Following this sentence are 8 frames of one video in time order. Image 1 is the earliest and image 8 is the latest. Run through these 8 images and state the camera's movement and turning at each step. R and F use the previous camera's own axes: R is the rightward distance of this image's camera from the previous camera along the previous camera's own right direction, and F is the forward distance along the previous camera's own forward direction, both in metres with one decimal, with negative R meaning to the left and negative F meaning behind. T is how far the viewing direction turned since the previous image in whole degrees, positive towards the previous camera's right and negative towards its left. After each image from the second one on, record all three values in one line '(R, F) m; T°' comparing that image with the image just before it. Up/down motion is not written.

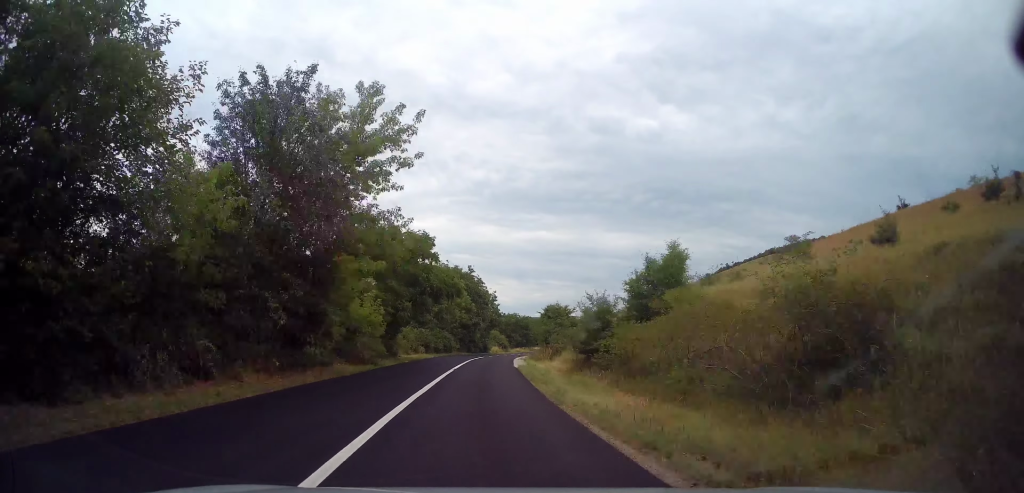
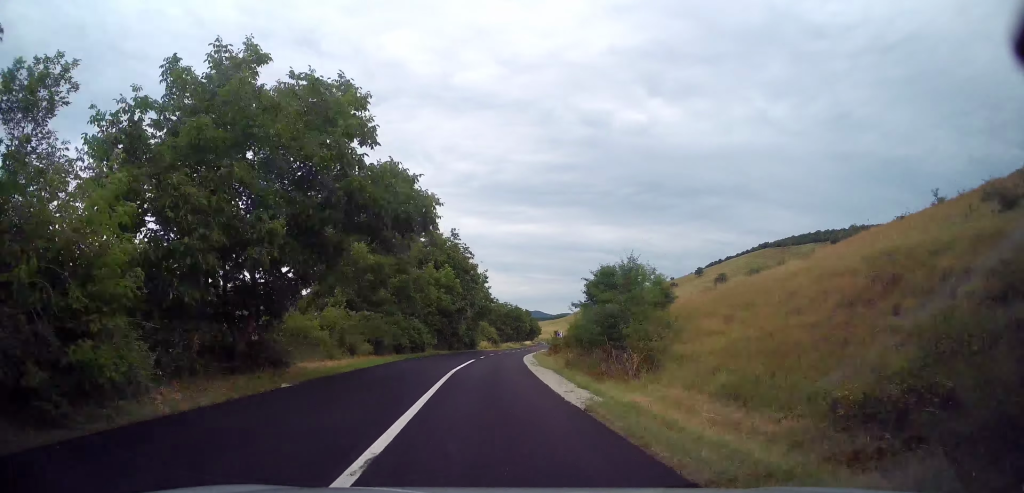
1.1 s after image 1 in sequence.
(+0.2, +18.3) m; +3°
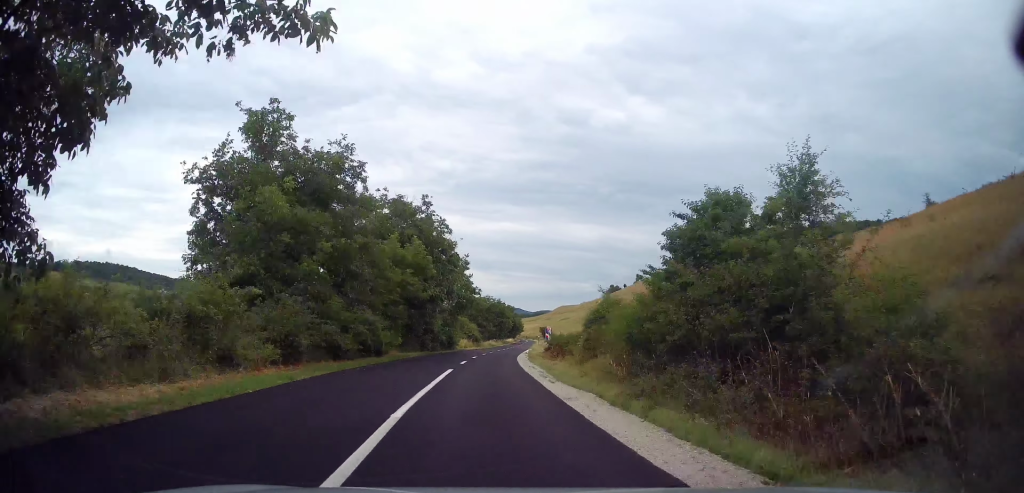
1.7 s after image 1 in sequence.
(+0.2, +10.3) m; +2°
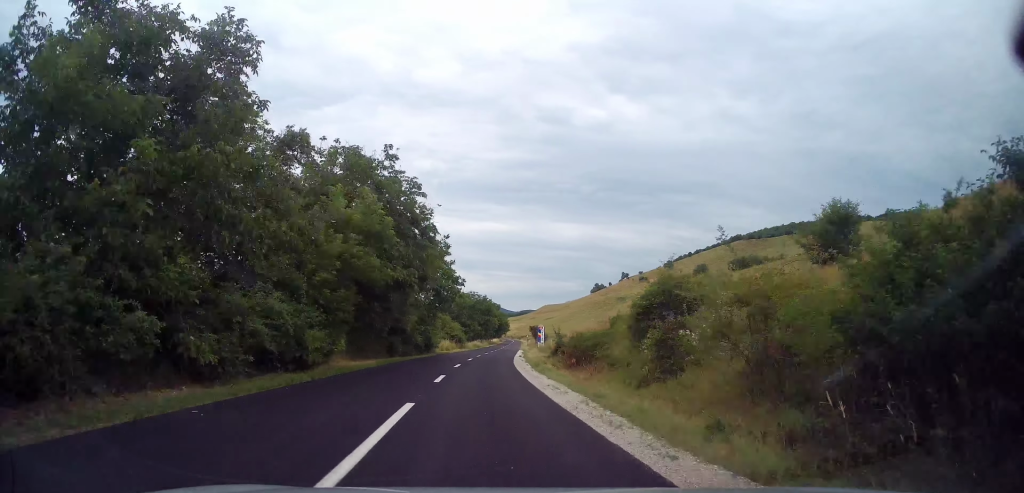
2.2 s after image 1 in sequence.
(+0.2, +9.9) m; +1°
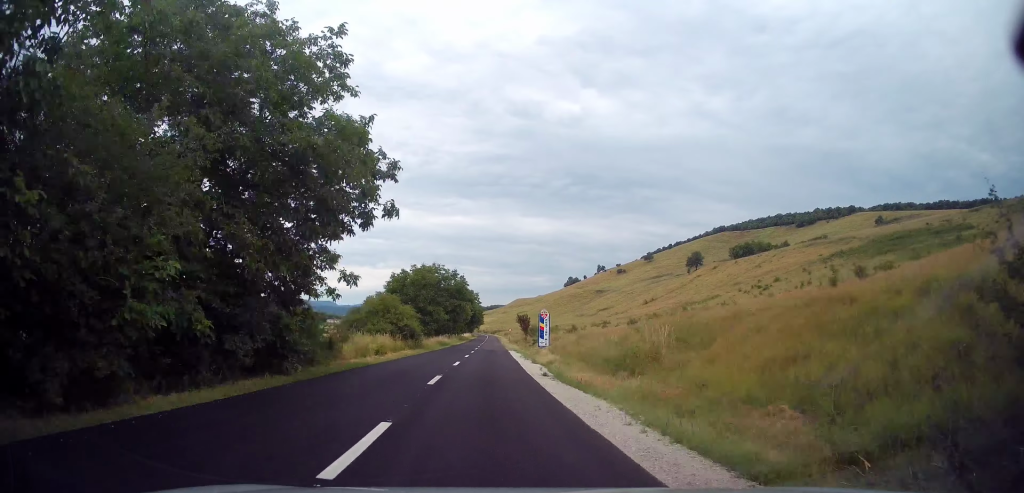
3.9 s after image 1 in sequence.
(+0.6, +29.0) m; +2°
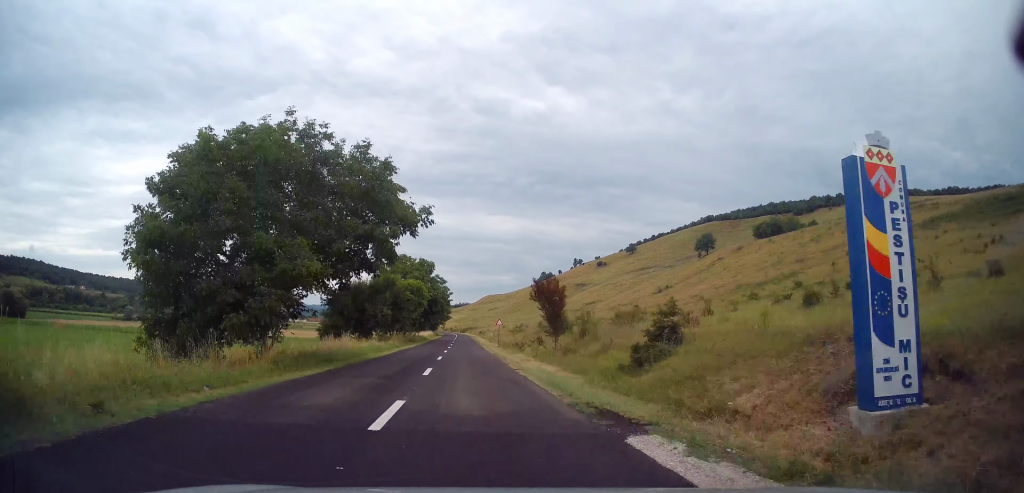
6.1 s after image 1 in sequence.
(+1.1, +42.7) m; +2°
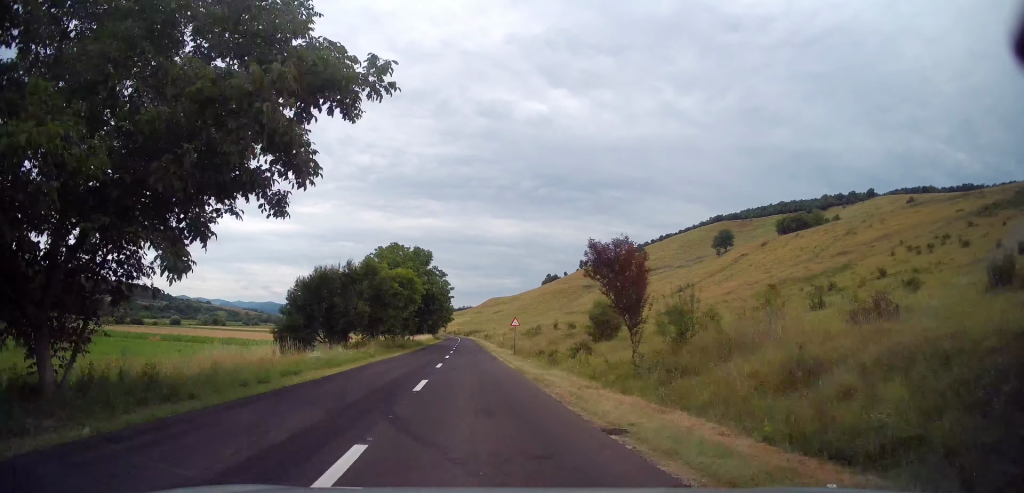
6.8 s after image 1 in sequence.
(+0.1, +12.5) m; 0°
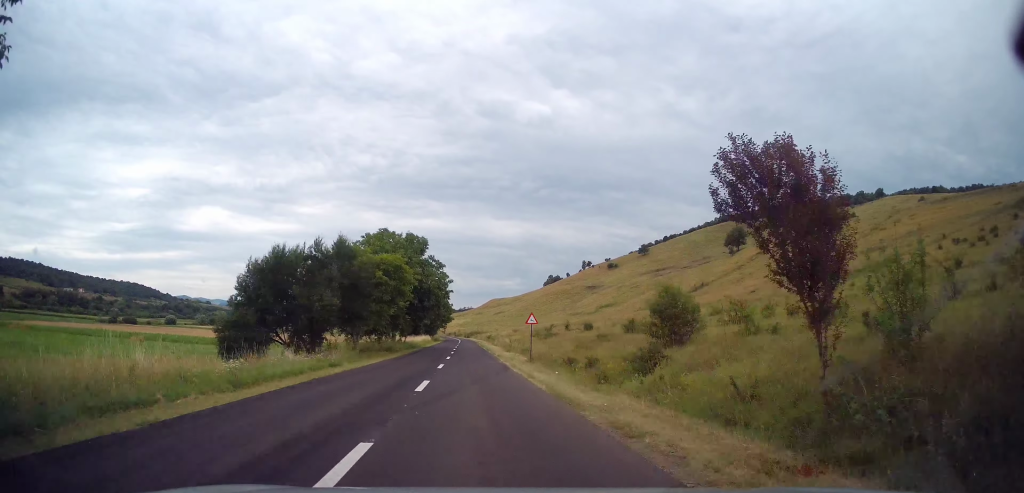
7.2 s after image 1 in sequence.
(0.0, +8.8) m; 0°
